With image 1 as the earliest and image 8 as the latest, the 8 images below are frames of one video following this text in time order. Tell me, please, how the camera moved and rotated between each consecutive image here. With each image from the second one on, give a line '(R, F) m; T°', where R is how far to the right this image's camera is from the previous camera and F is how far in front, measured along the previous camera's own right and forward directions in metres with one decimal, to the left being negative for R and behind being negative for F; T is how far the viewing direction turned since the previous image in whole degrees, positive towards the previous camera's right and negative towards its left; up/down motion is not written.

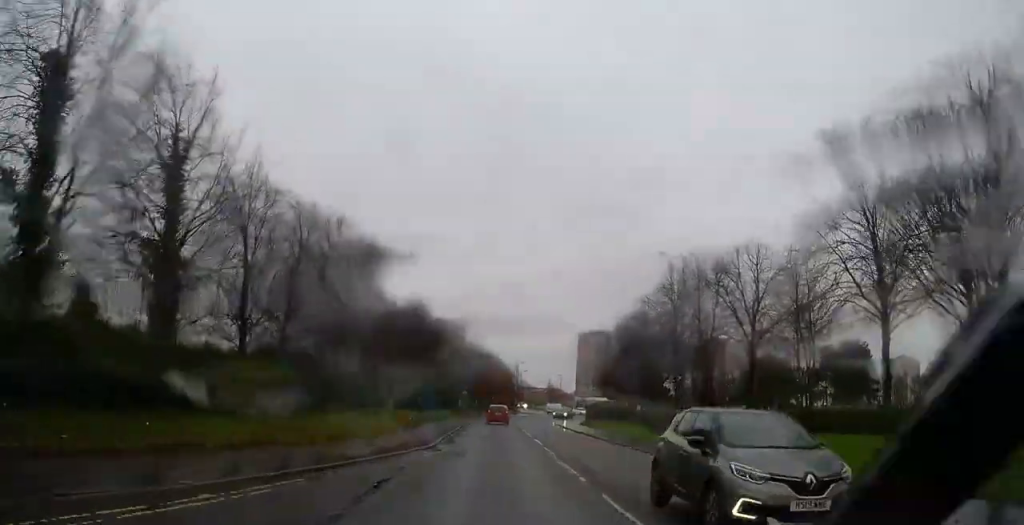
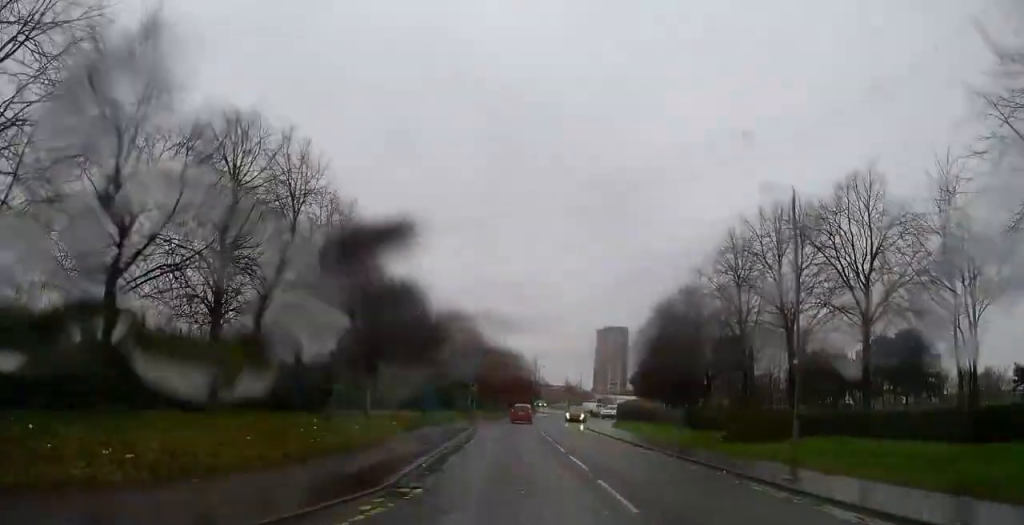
(0.0, +10.0) m; 0°
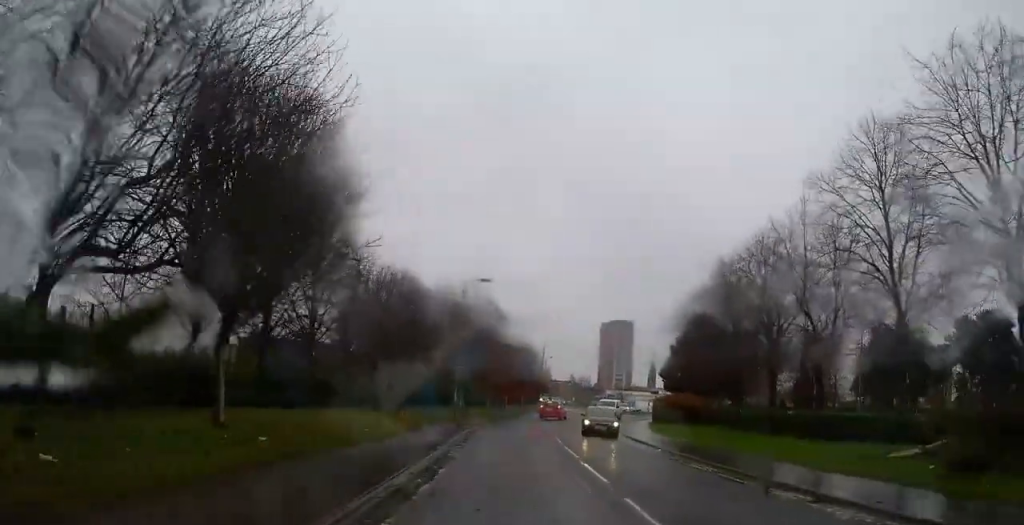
(0.0, +15.3) m; 0°
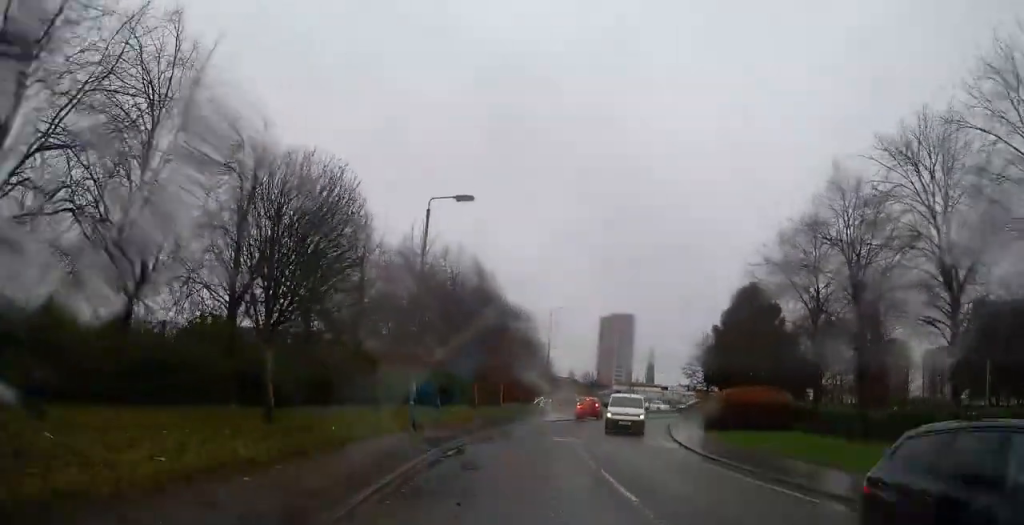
(-0.1, +14.8) m; +1°
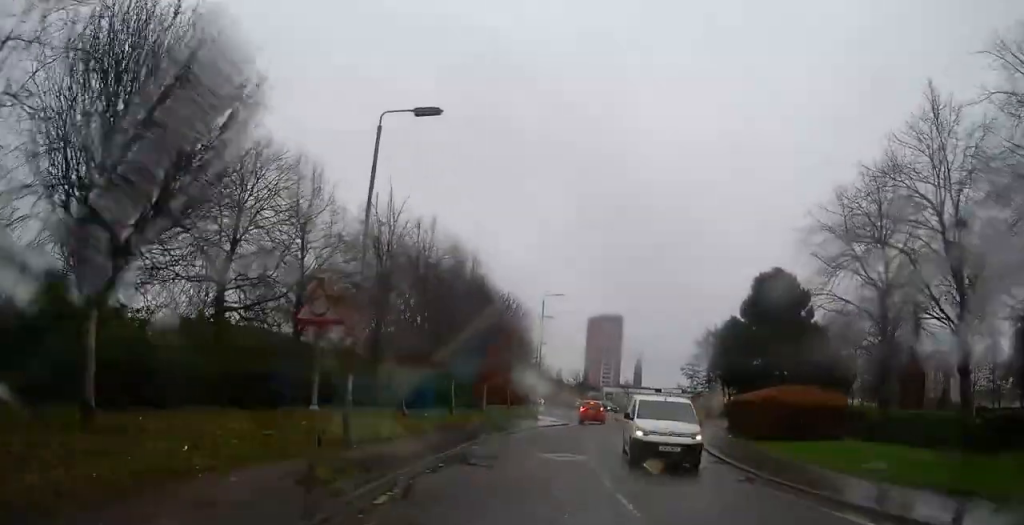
(+0.1, +7.3) m; +1°
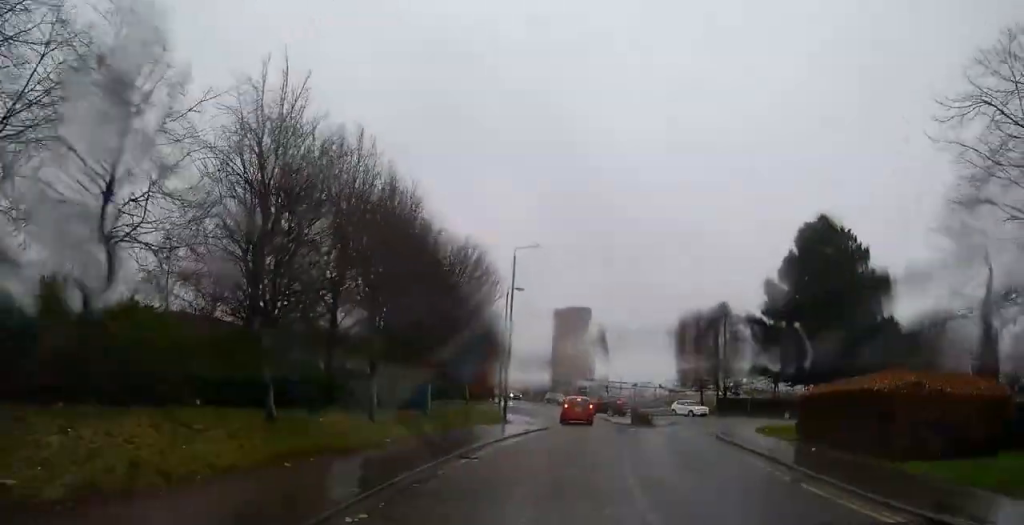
(+0.3, +11.9) m; +3°
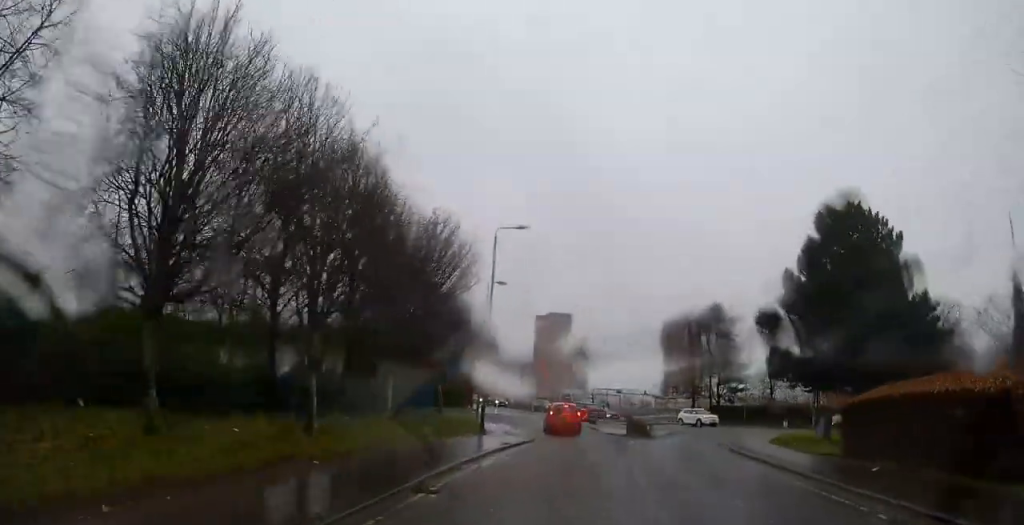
(0.0, +4.7) m; +1°
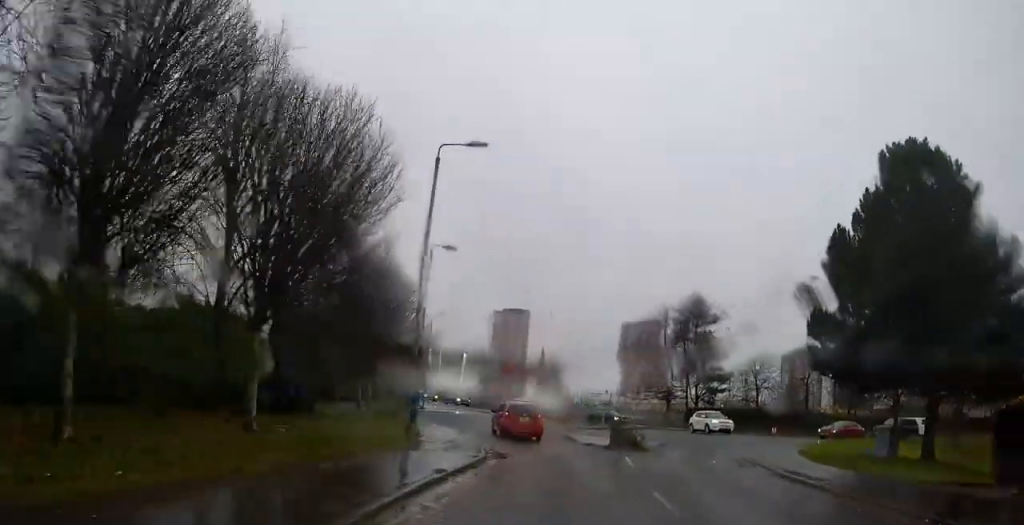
(+0.2, +8.5) m; +3°
